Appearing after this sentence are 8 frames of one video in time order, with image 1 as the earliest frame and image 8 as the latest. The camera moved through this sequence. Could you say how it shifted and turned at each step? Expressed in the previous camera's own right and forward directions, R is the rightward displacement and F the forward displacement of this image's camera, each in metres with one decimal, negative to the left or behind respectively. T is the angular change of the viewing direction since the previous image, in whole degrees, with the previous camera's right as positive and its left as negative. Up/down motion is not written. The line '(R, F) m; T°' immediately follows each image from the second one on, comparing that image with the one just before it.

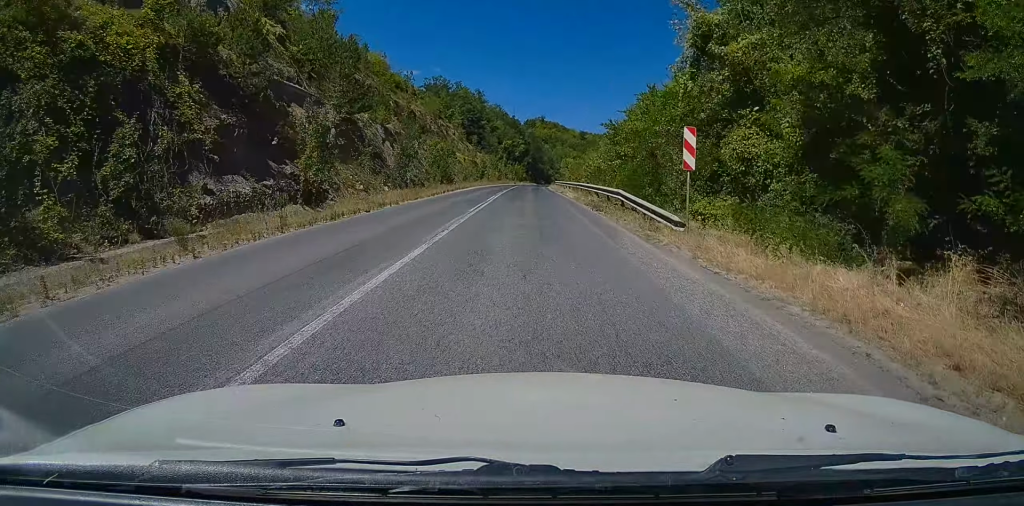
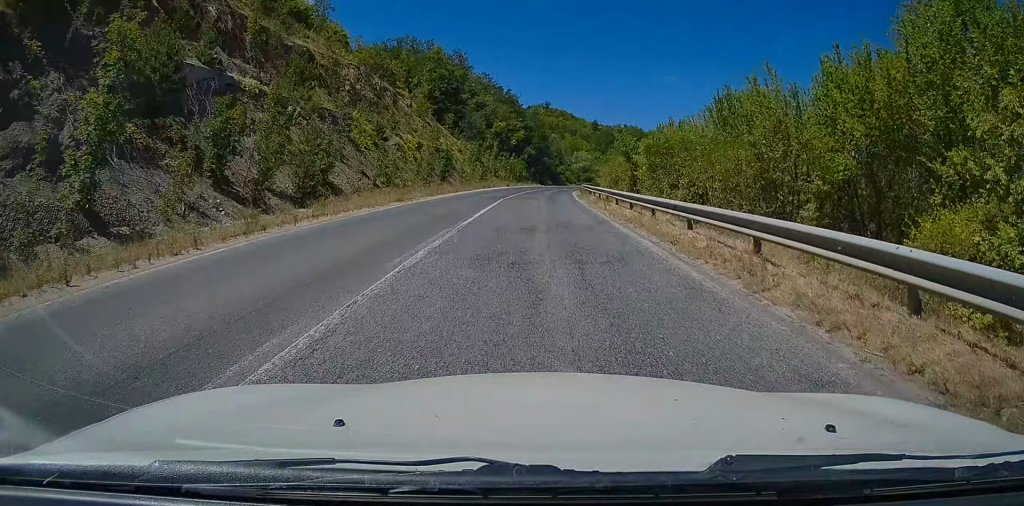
(0.0, +49.2) m; 0°
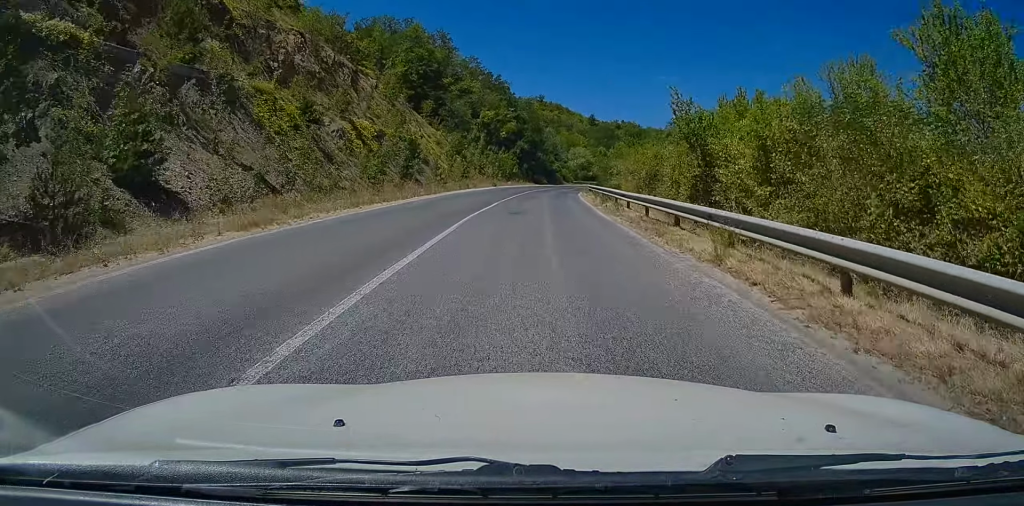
(-0.1, +15.1) m; 0°
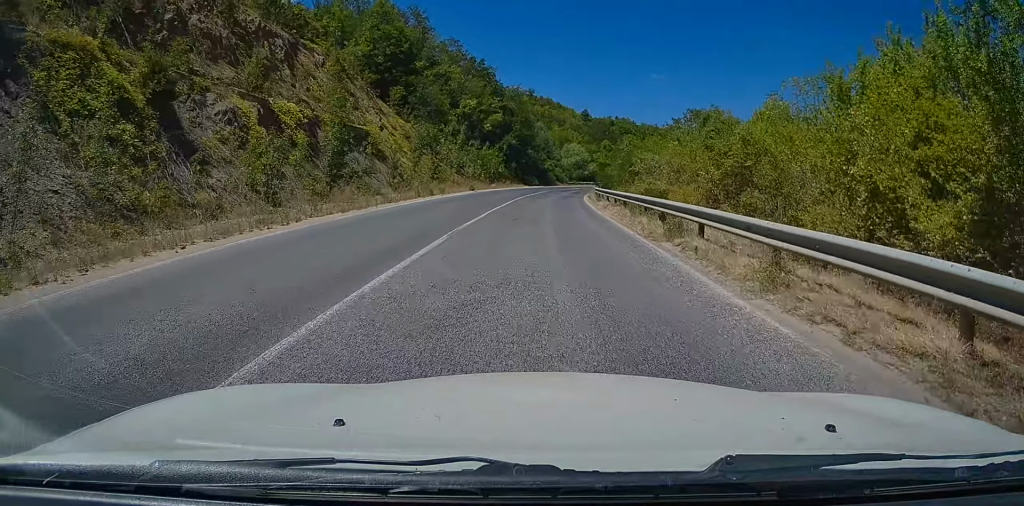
(0.0, +14.2) m; +1°
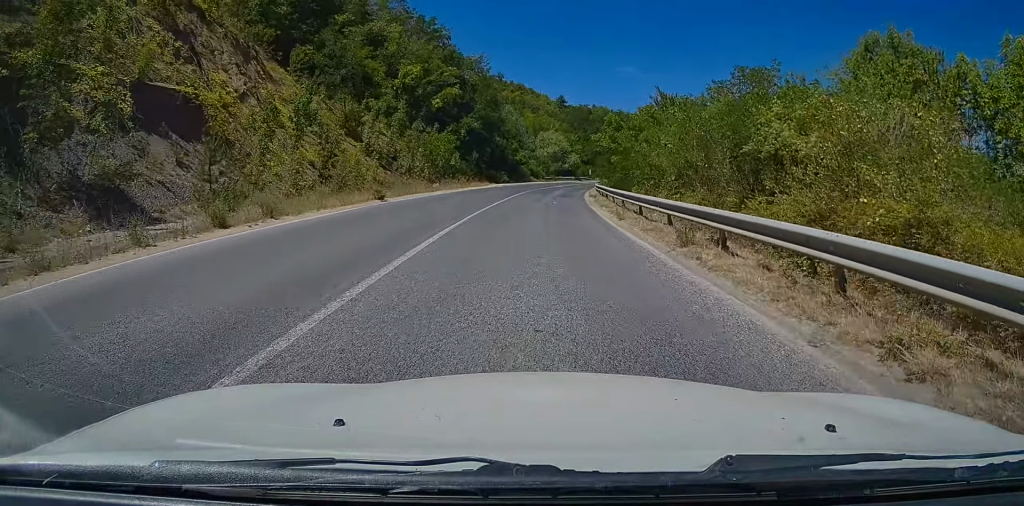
(+0.3, +22.4) m; +2°
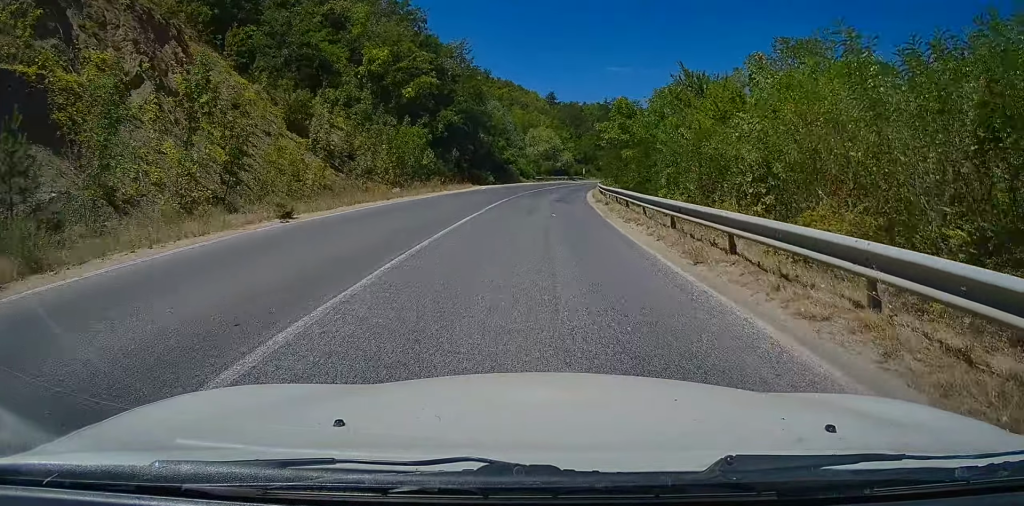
(0.0, +9.0) m; +1°
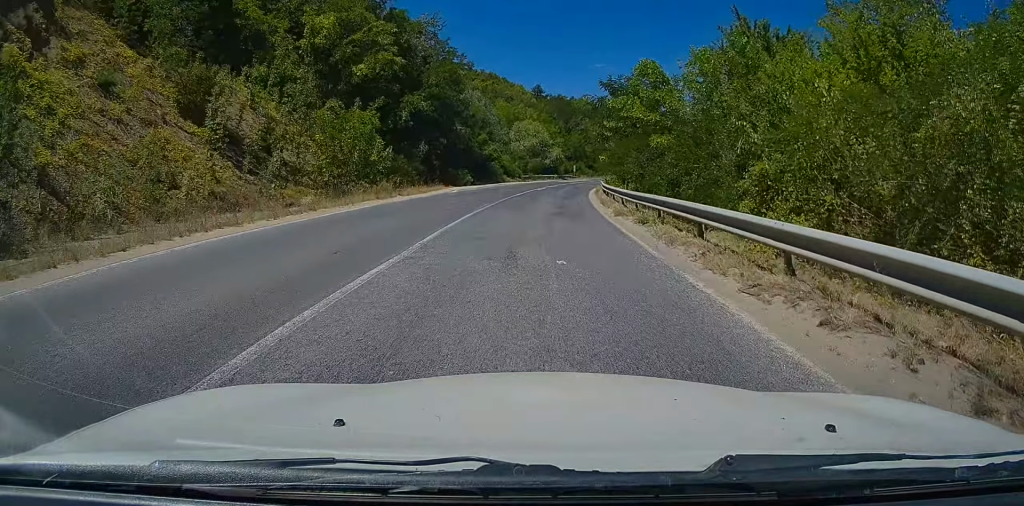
(+0.2, +10.4) m; +1°
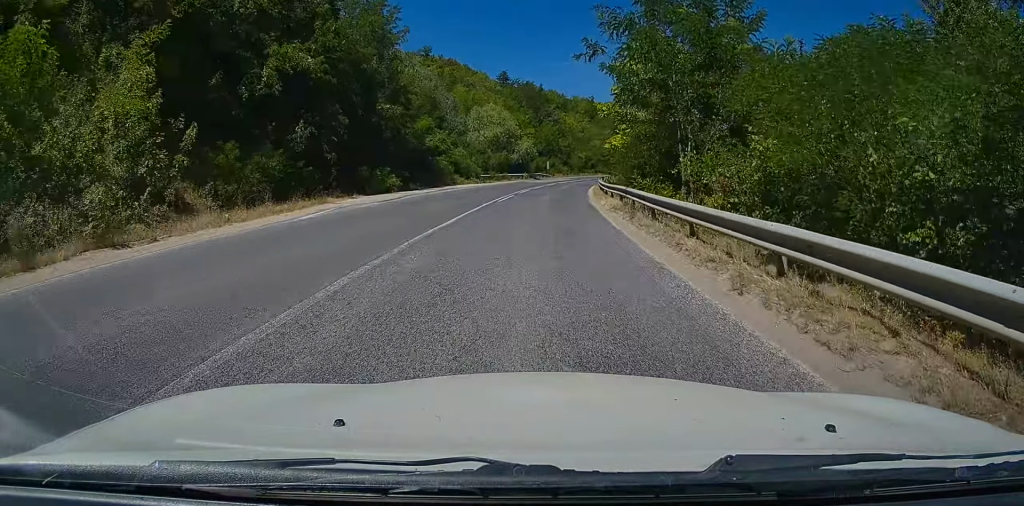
(+0.4, +20.0) m; +3°
